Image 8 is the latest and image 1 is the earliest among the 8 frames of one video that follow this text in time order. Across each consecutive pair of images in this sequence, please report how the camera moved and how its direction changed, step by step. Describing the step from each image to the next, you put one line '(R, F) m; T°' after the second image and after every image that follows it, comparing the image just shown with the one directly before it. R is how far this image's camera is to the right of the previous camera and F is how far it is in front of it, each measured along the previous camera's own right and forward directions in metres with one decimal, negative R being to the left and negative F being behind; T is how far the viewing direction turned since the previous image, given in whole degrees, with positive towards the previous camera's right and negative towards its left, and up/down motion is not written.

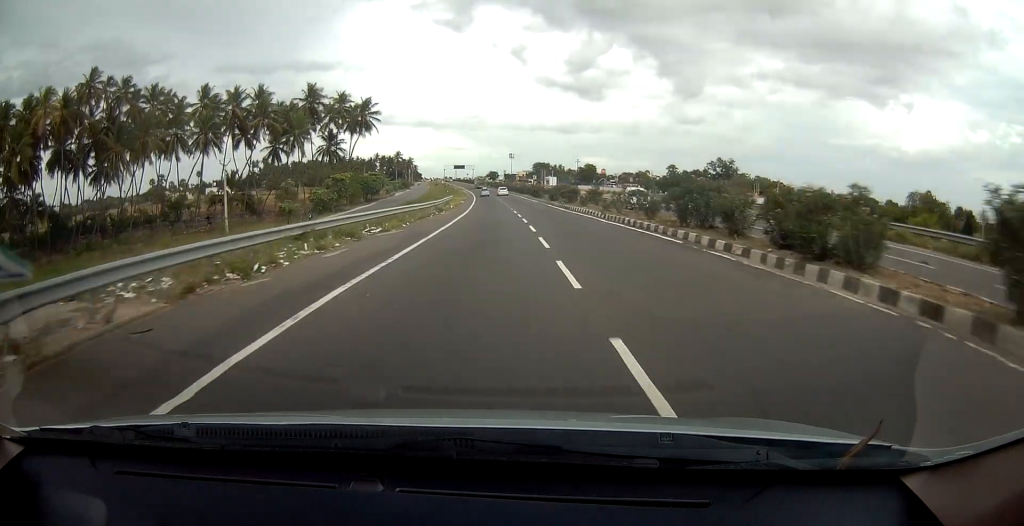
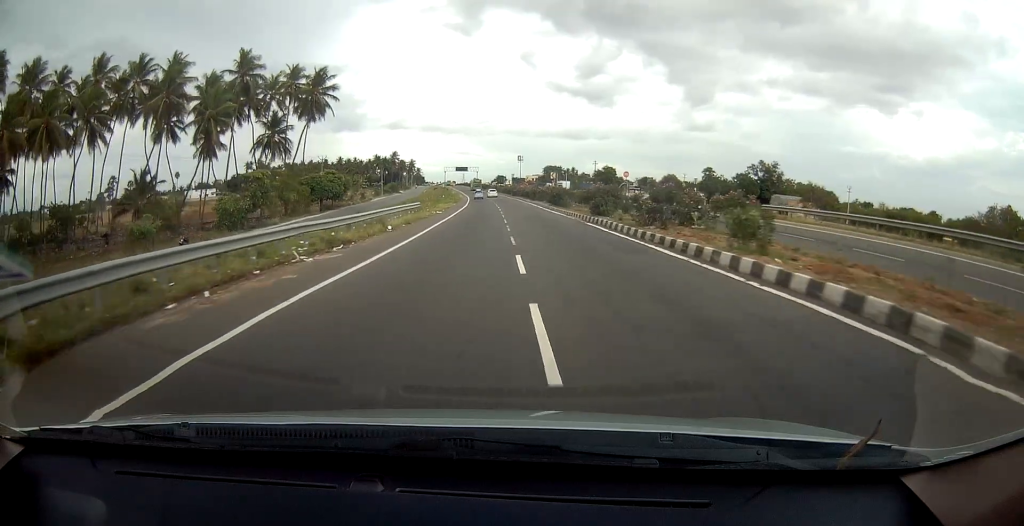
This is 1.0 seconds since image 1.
(-0.1, +28.1) m; 0°
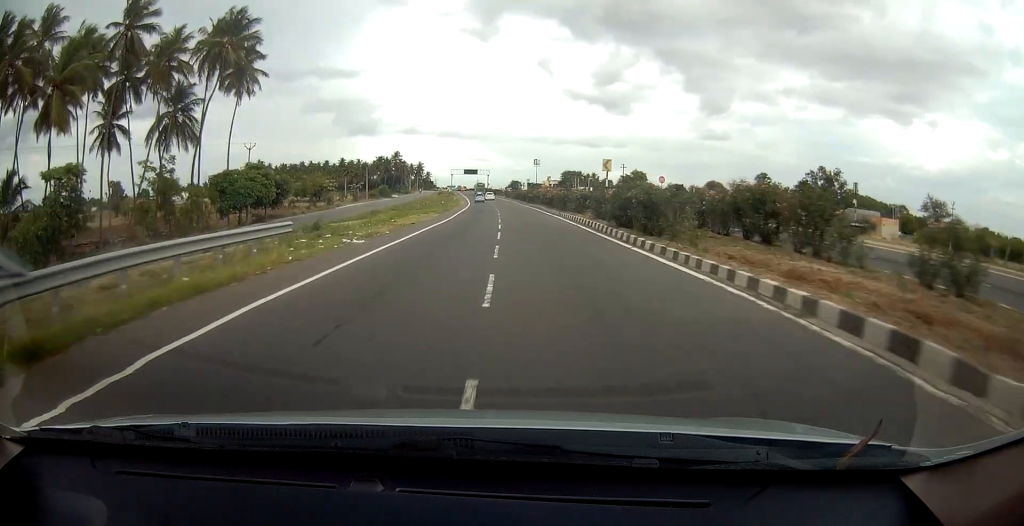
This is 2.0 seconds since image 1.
(-0.1, +27.0) m; -1°
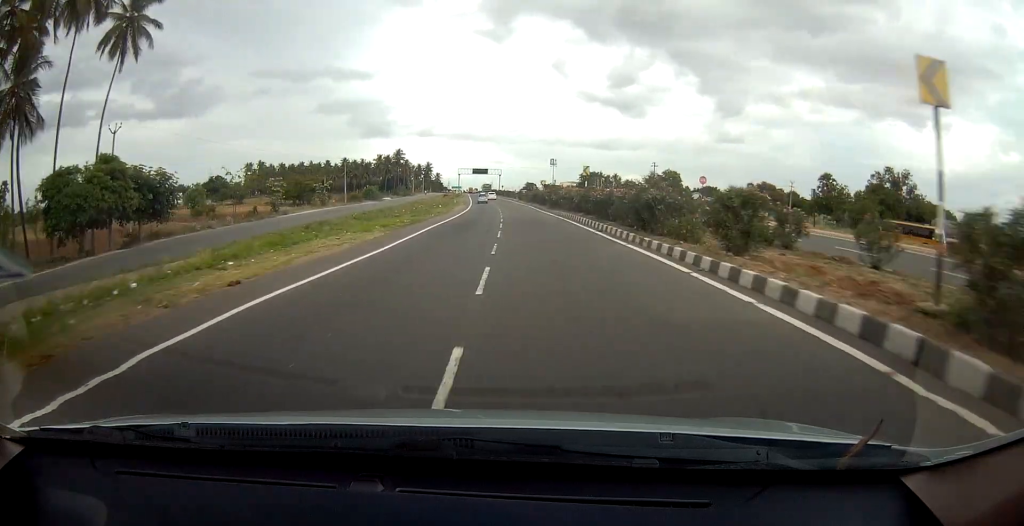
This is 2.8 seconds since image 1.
(-0.3, +23.3) m; -2°
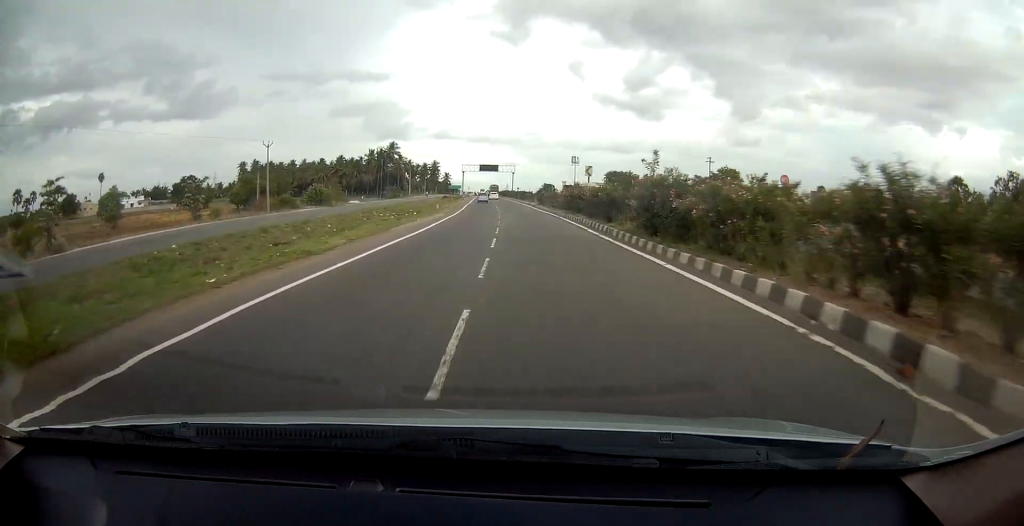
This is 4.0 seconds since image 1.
(-0.6, +34.5) m; -2°
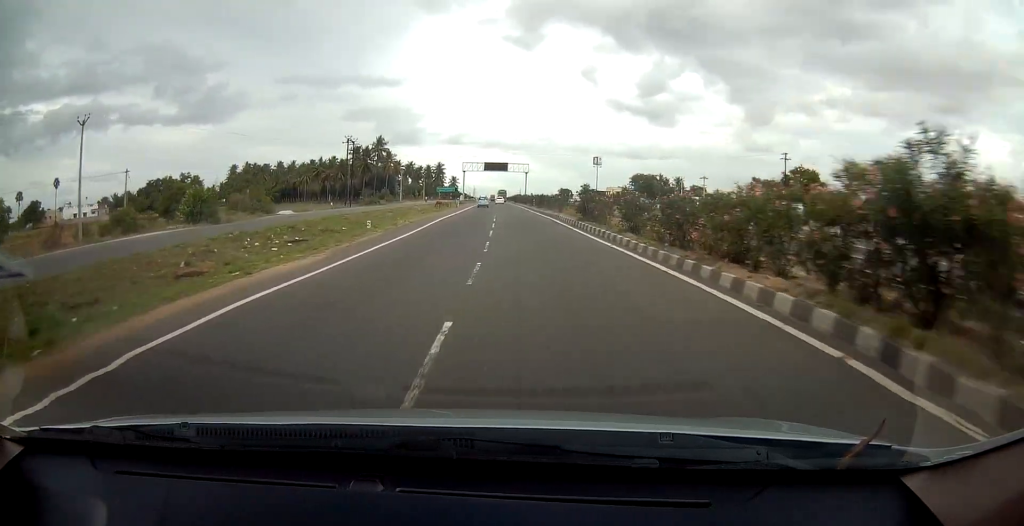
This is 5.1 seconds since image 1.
(-0.2, +30.9) m; -1°
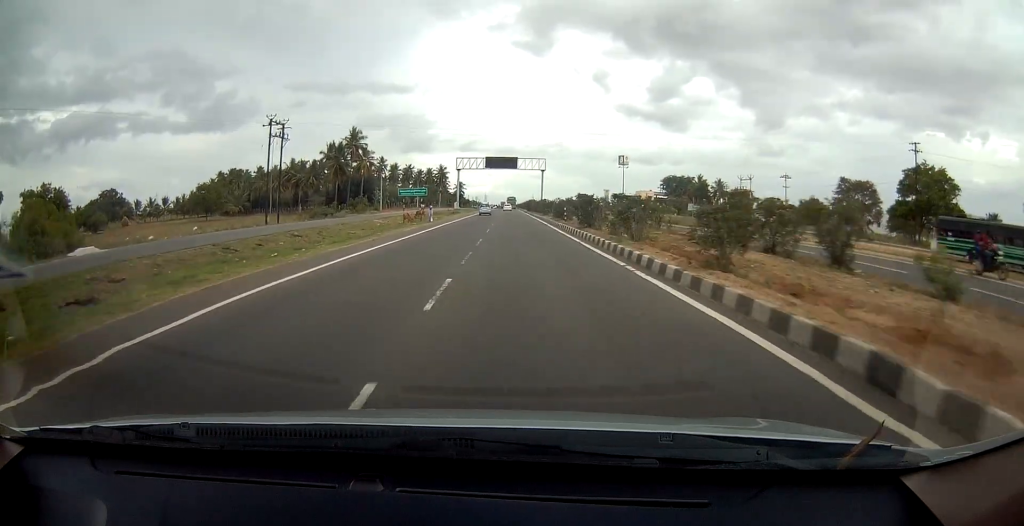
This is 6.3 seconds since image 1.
(-0.5, +32.0) m; -2°
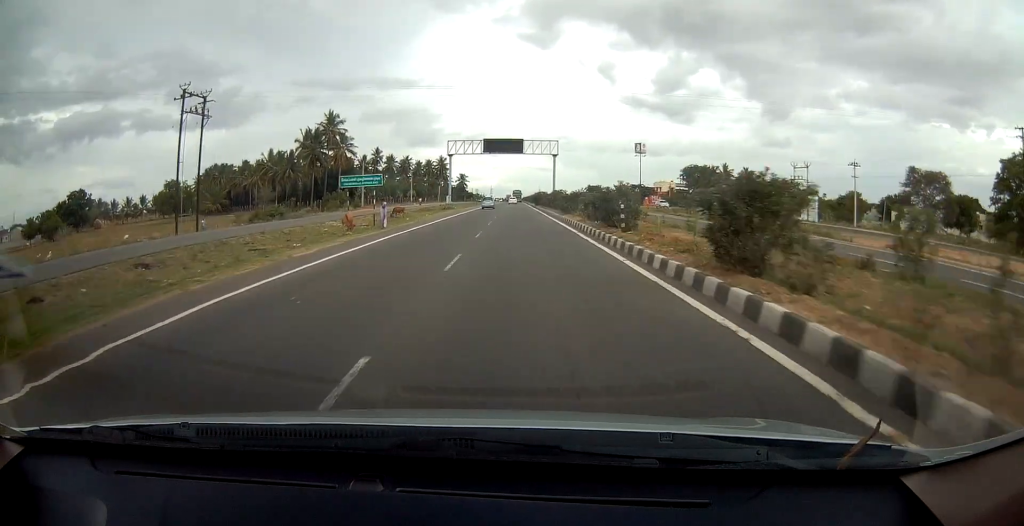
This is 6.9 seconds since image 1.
(-0.1, +17.4) m; 0°
